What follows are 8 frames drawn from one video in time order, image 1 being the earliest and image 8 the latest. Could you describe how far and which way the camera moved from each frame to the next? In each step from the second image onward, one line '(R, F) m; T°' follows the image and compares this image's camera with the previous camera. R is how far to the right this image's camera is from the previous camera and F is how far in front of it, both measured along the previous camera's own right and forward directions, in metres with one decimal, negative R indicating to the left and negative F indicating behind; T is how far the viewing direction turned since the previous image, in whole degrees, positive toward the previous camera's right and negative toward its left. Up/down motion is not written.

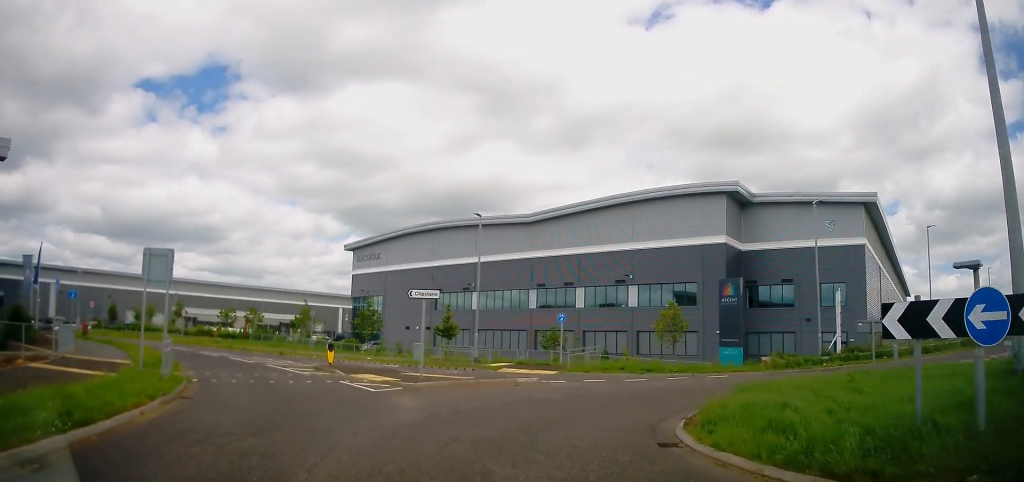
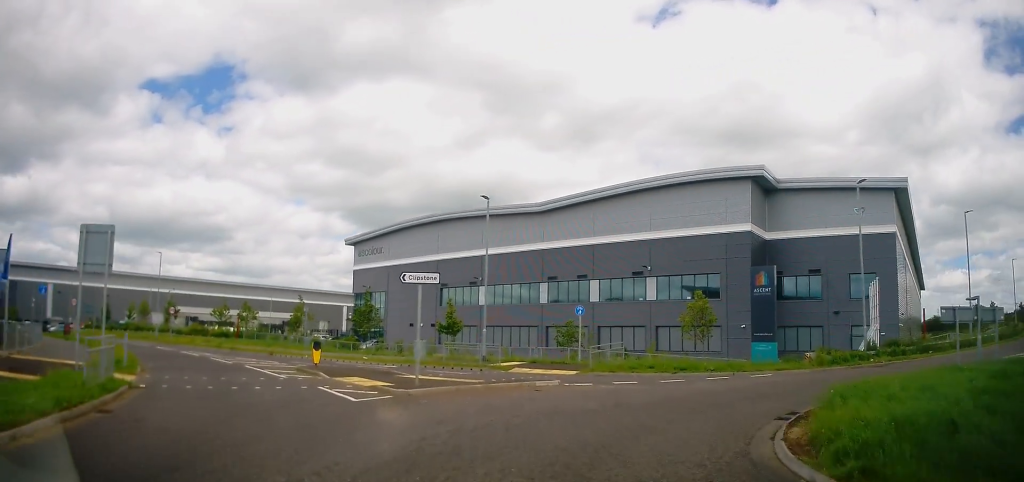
(-0.4, +3.5) m; +4°
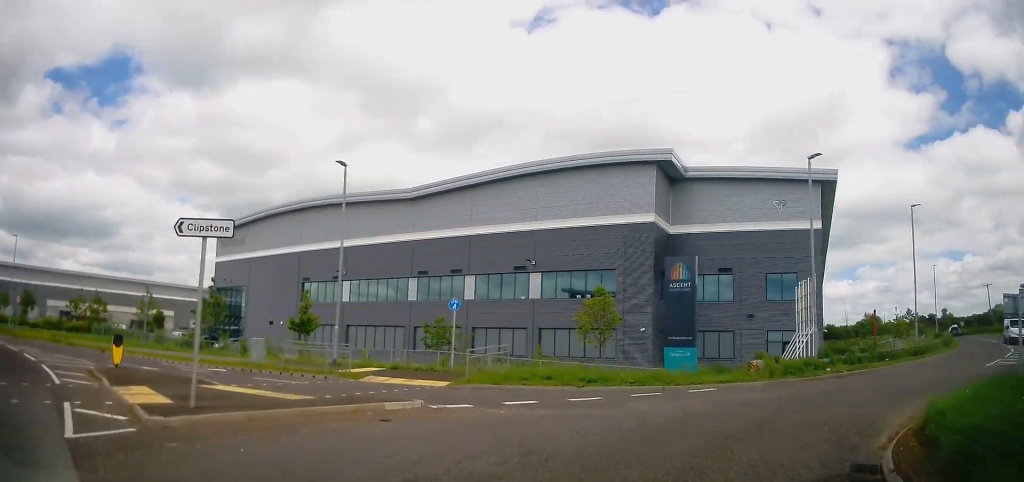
(+0.6, +5.7) m; +14°
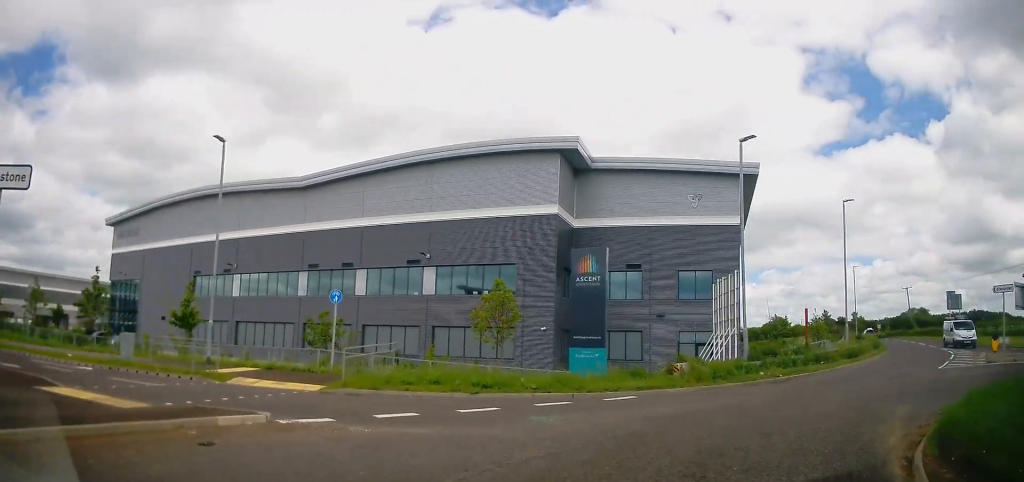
(+0.1, +2.6) m; +8°
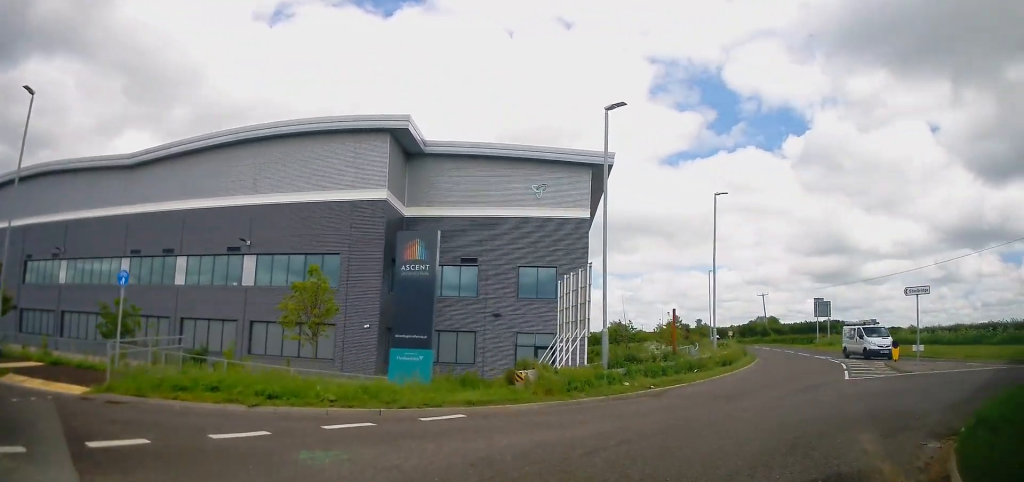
(+0.1, +3.7) m; +14°
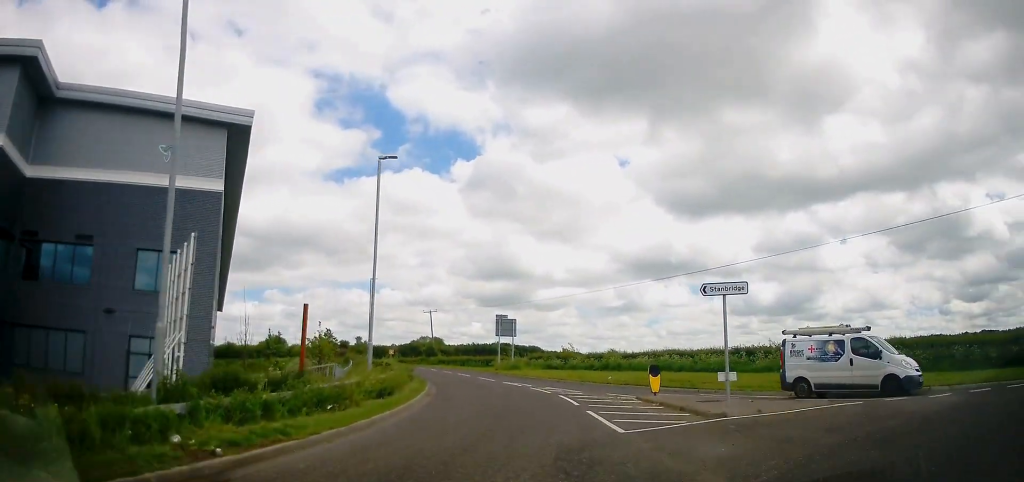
(+2.6, +7.7) m; +31°
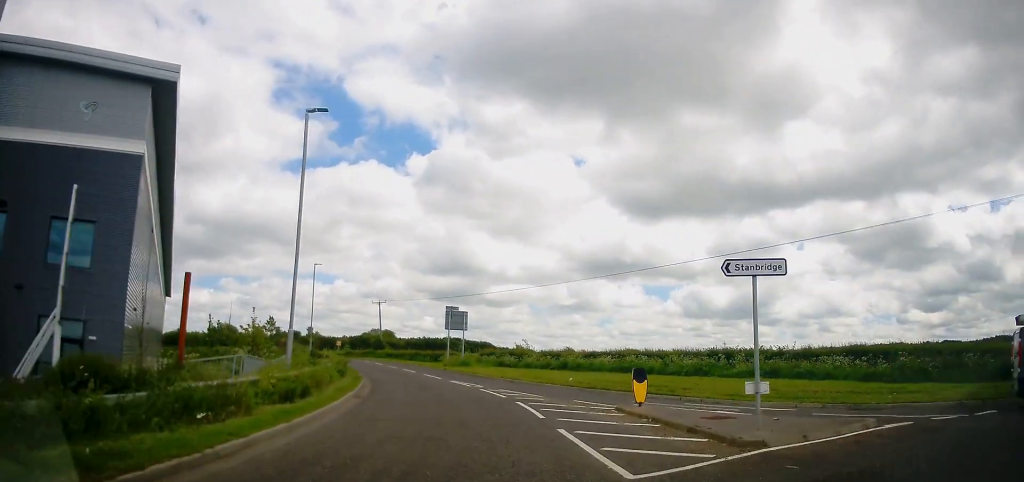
(+0.4, +3.8) m; +2°
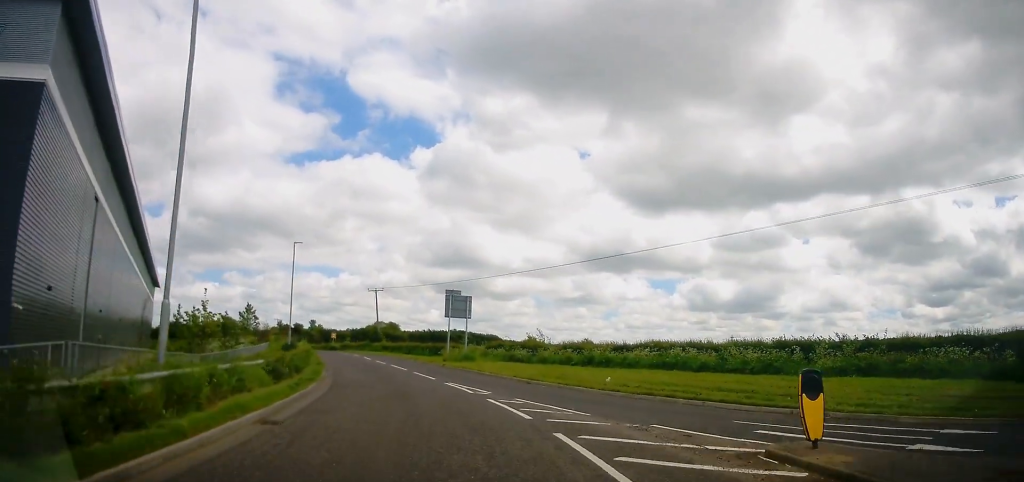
(-0.1, +7.6) m; -3°
